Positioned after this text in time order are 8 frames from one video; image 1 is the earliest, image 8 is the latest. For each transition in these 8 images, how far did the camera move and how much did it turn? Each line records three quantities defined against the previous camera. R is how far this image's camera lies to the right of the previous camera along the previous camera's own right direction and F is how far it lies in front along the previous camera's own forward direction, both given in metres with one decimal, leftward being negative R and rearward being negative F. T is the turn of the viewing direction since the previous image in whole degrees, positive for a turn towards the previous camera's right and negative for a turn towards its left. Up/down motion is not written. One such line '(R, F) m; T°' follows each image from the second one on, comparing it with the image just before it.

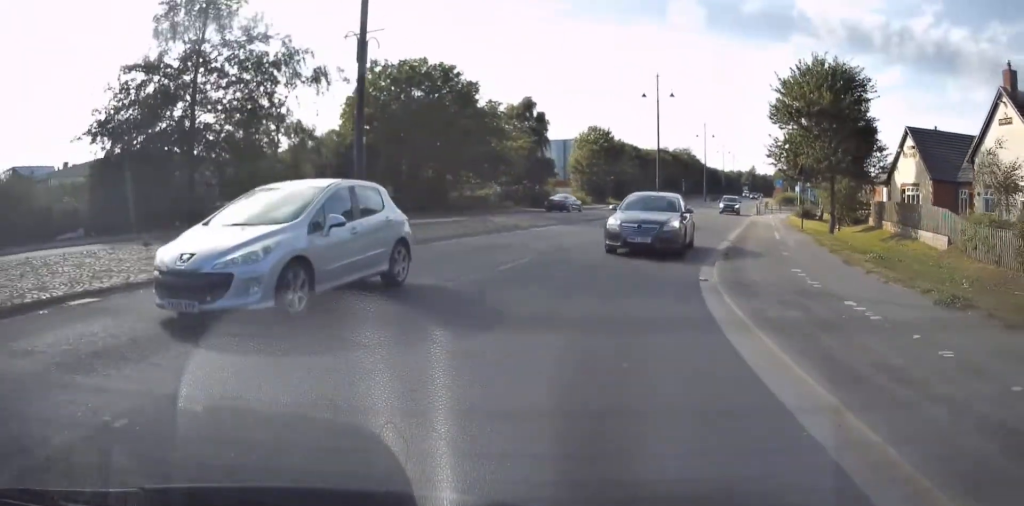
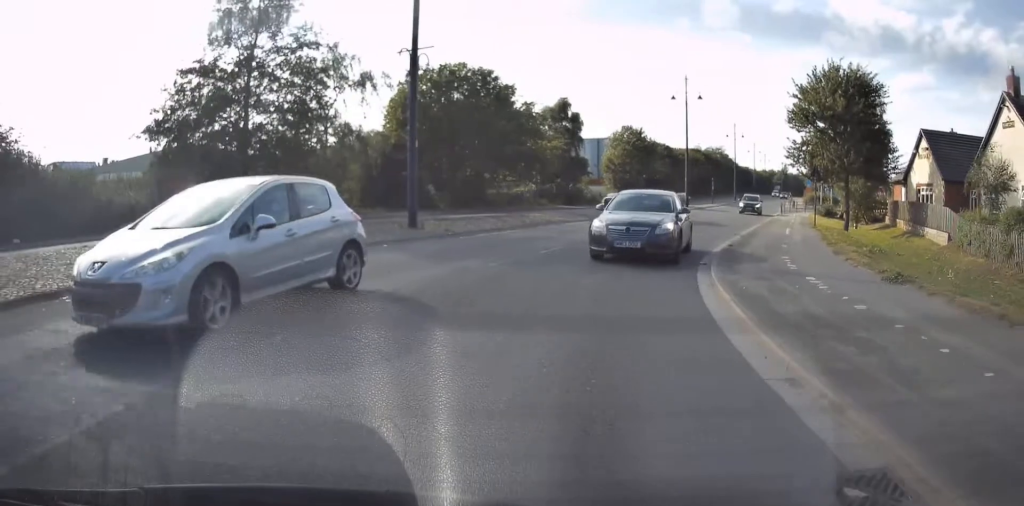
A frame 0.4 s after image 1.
(-0.1, +3.9) m; -3°
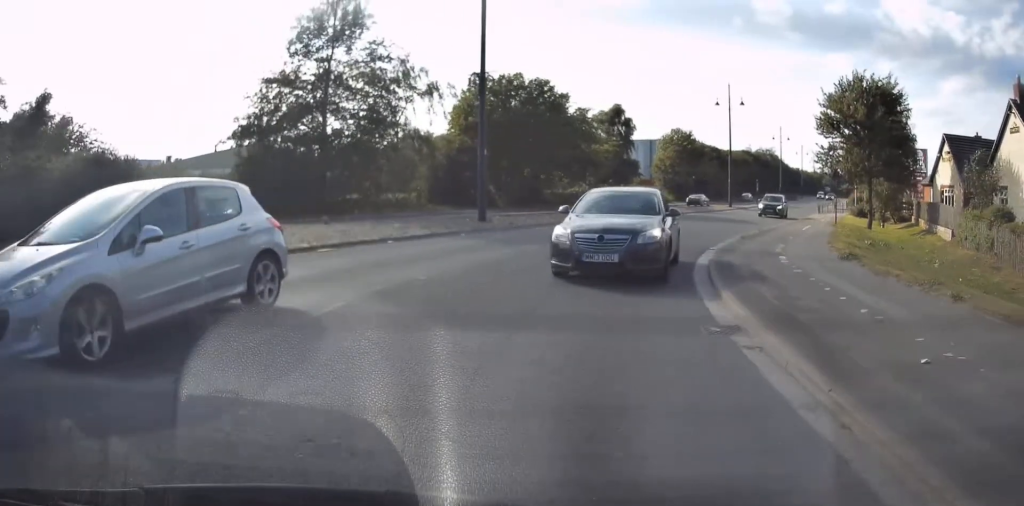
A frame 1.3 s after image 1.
(-0.3, +6.7) m; -3°
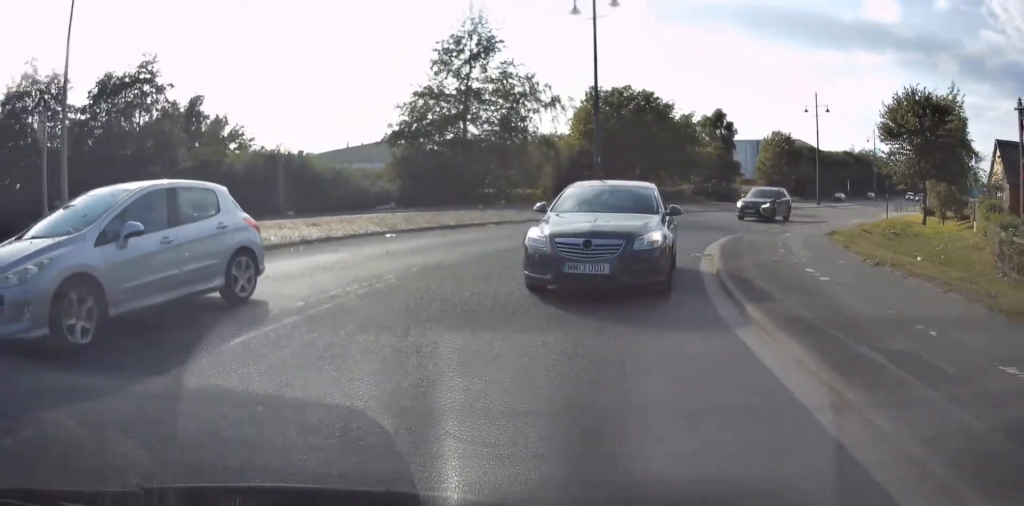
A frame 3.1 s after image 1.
(-0.4, +12.3) m; -10°
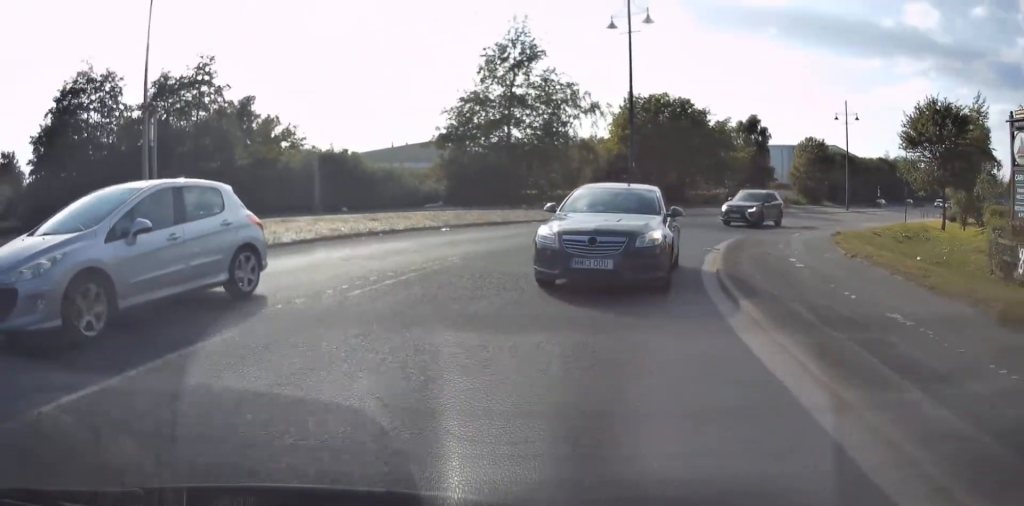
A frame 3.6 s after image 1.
(0.0, +2.8) m; -6°
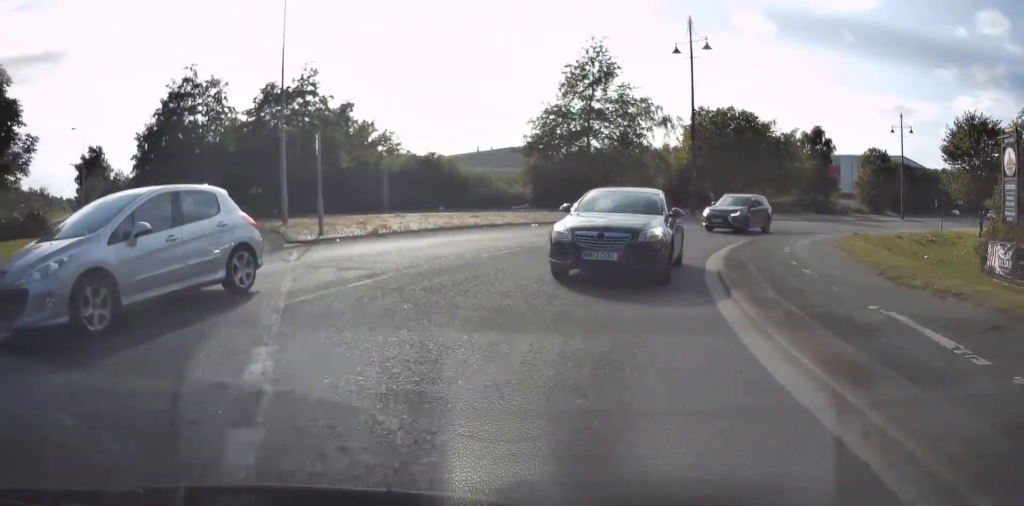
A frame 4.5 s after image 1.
(-0.8, +4.6) m; -11°
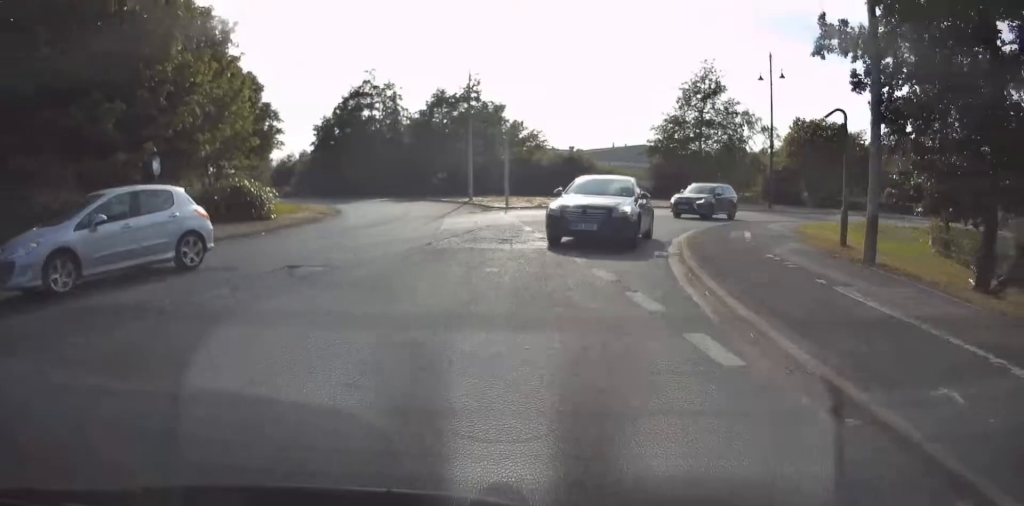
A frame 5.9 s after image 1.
(-0.8, +7.9) m; -13°
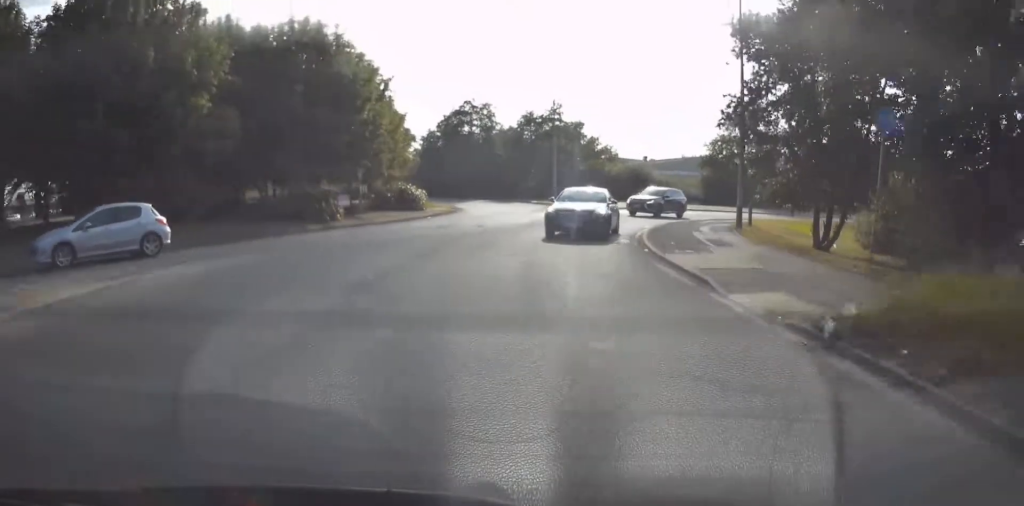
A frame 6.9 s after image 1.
(-0.8, +7.5) m; -7°
